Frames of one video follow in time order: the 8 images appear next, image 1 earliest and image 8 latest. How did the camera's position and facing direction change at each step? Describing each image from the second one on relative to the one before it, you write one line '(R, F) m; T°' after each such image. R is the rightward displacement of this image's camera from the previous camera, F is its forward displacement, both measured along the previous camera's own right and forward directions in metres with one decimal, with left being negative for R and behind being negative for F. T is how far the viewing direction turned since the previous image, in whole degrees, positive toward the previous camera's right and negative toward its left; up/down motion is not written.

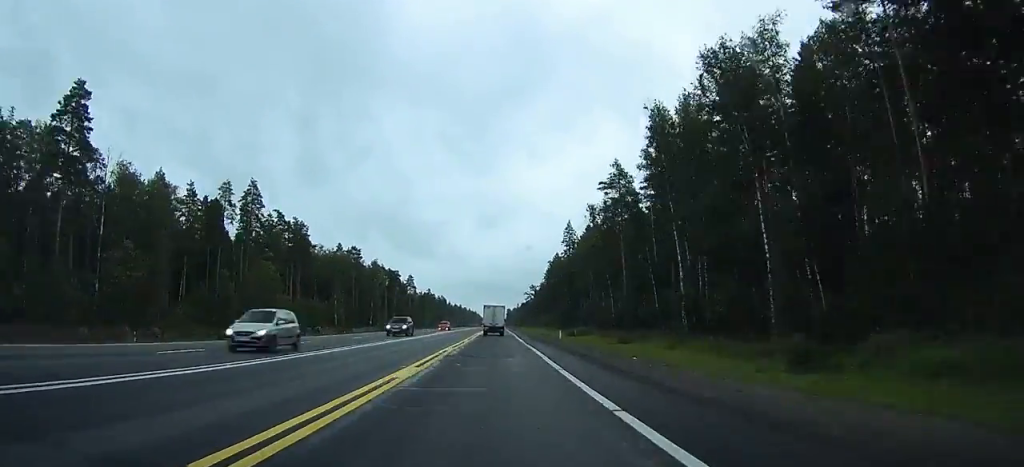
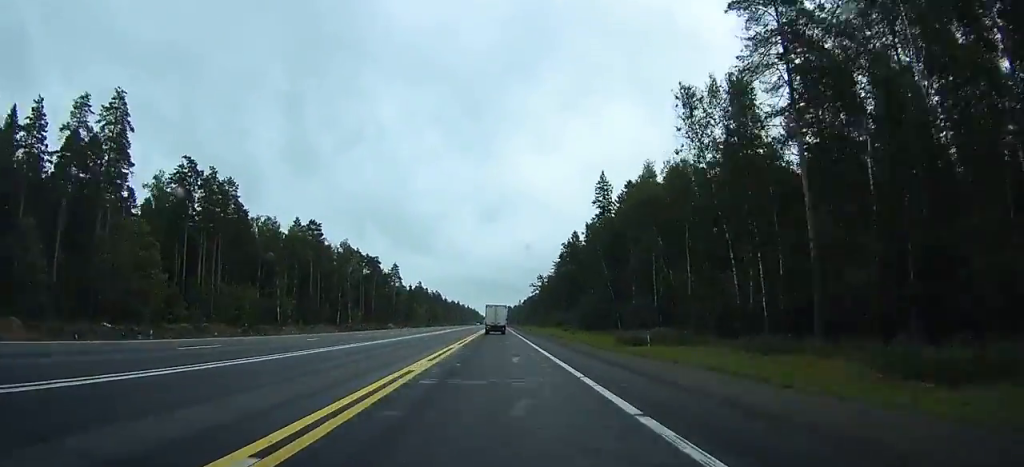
(-0.1, +51.3) m; 0°
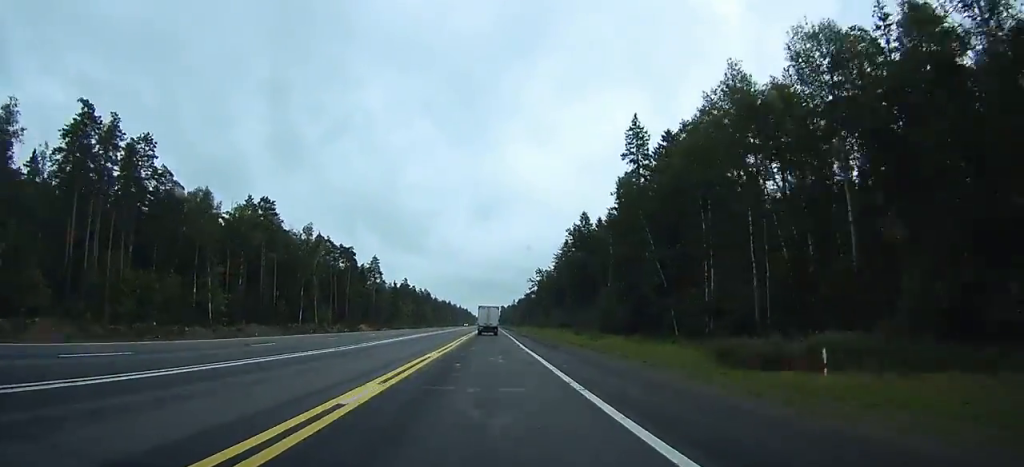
(0.0, +30.4) m; 0°
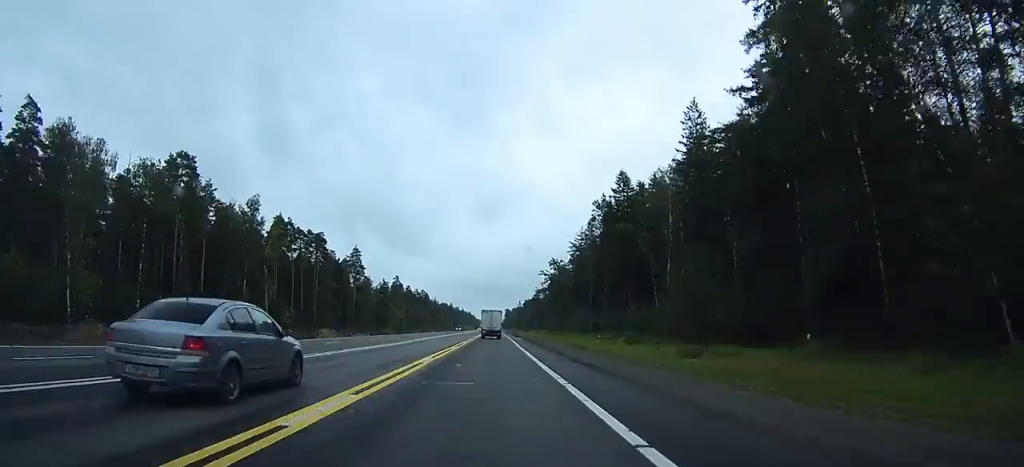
(+0.1, +38.2) m; 0°
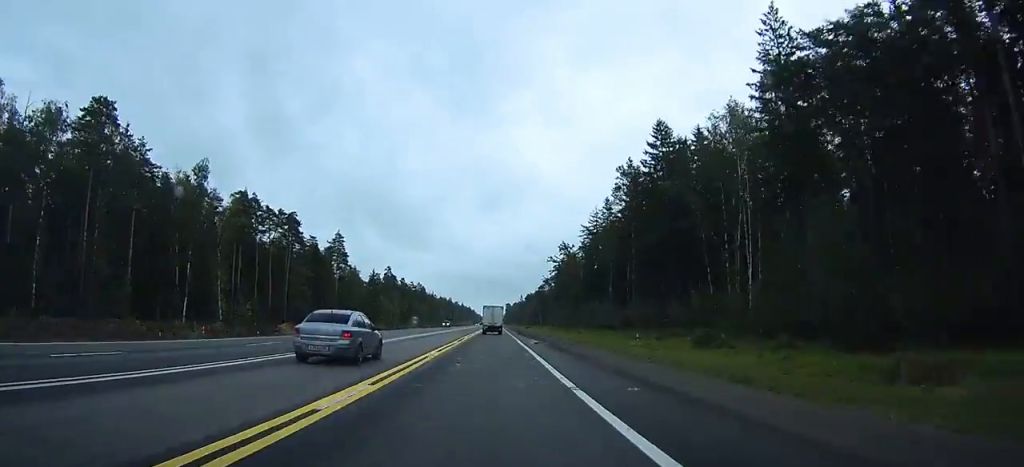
(0.0, +22.4) m; 0°
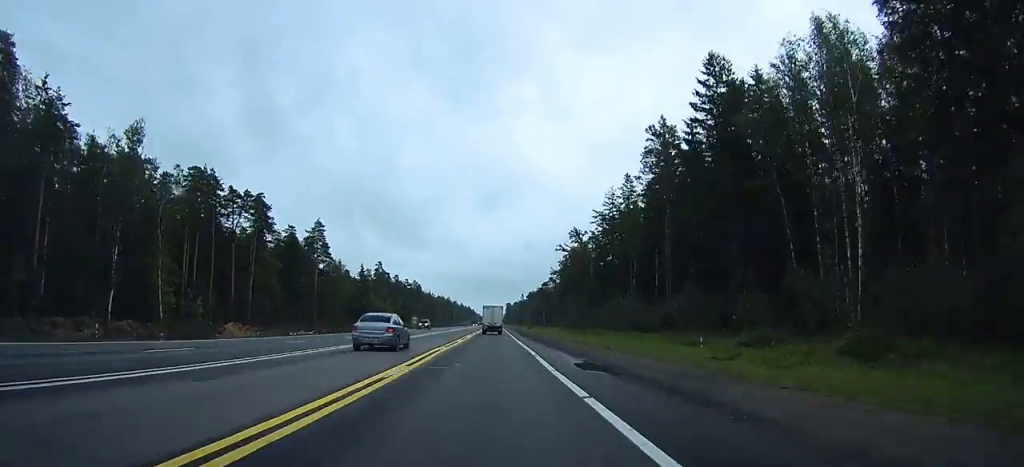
(0.0, +19.6) m; 0°
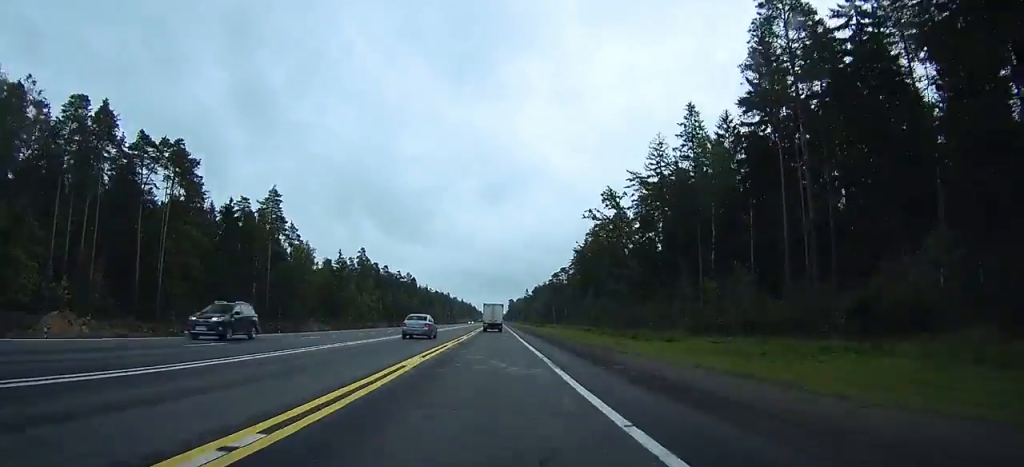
(-0.1, +33.7) m; 0°
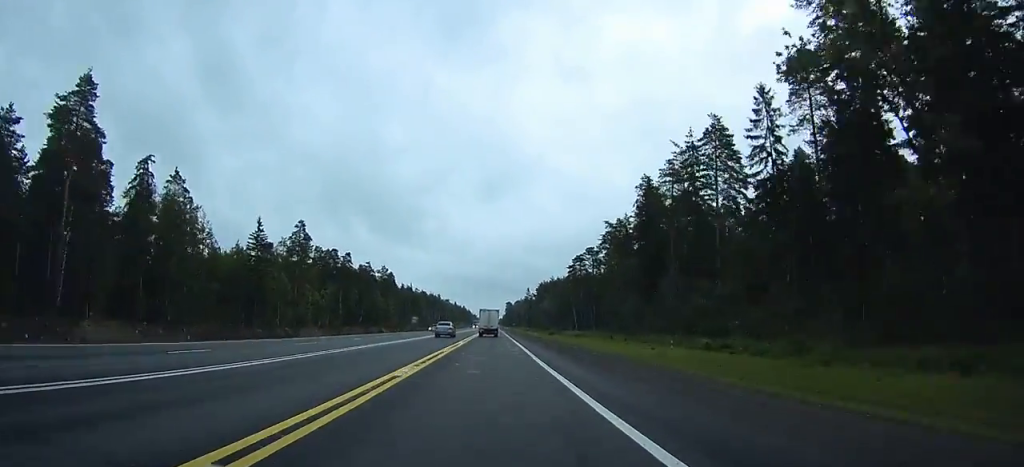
(+0.1, +61.0) m; 0°
